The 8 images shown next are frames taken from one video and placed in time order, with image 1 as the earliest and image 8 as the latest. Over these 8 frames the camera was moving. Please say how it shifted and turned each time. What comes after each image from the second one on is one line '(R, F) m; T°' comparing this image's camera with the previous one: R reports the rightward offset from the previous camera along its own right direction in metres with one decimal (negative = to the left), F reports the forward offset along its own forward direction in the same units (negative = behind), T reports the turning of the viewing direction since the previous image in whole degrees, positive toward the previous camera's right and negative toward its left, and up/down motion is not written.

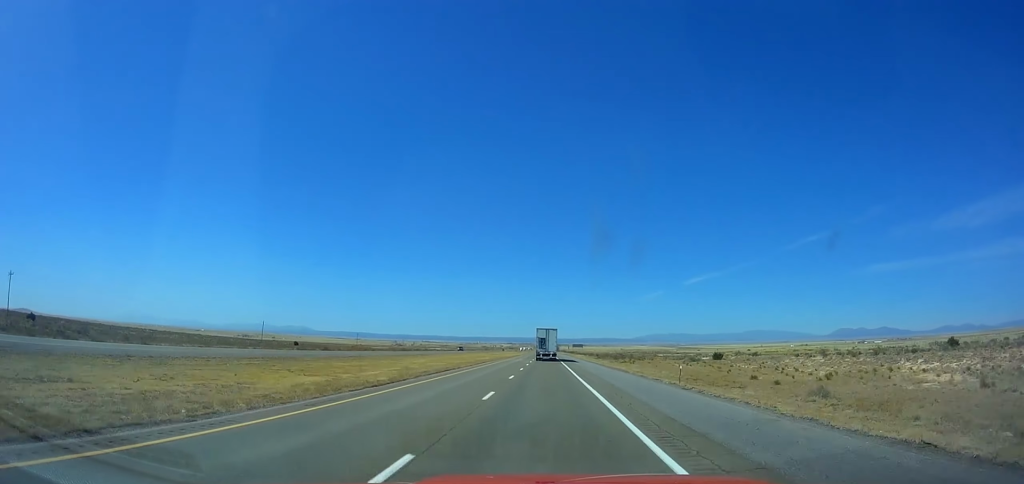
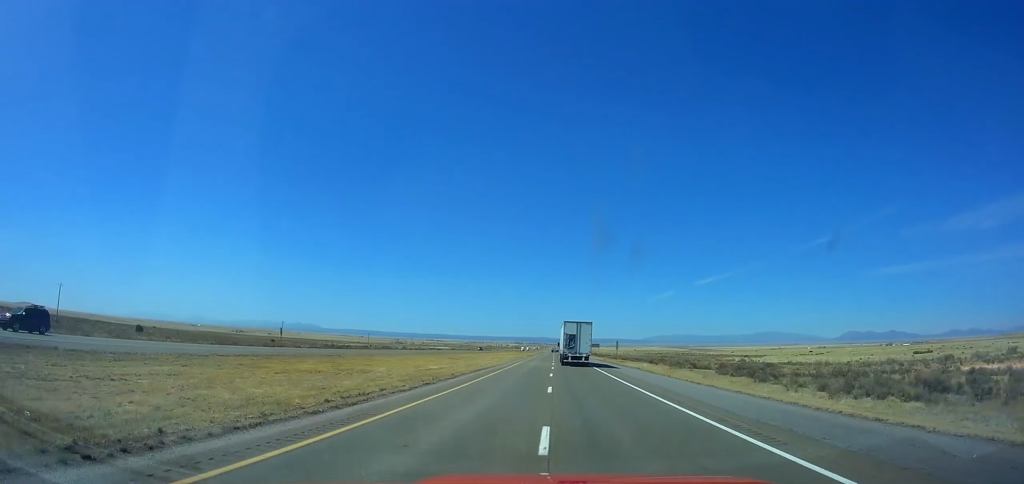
(-0.6, +106.8) m; 0°
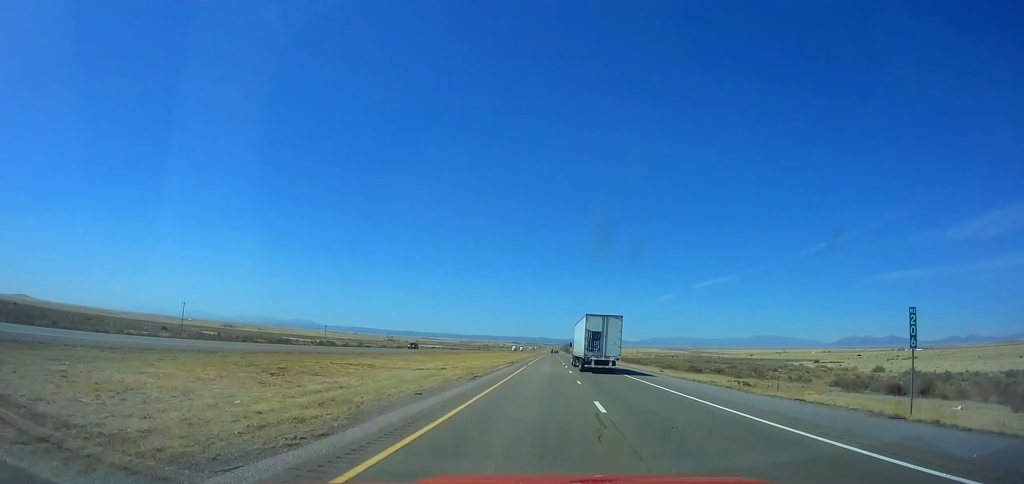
(0.0, +67.6) m; 0°
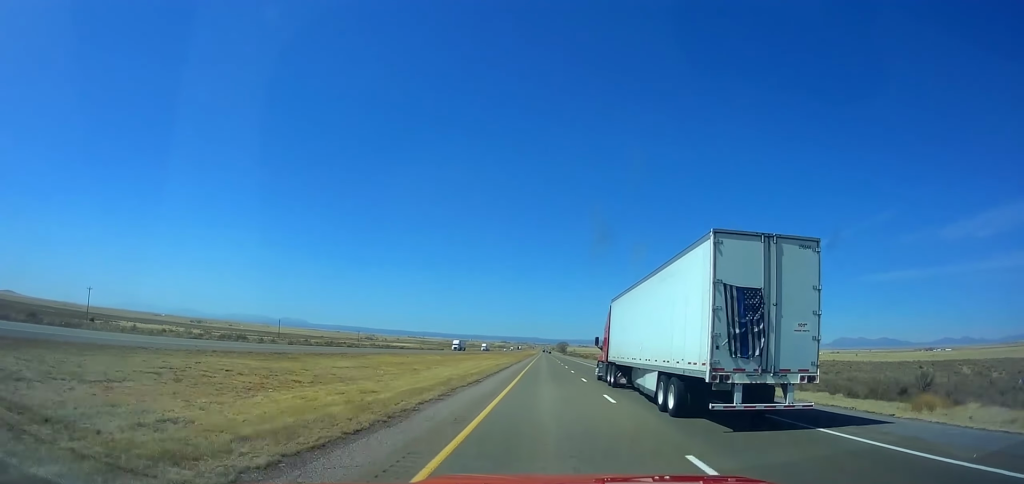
(+0.8, +156.6) m; +1°
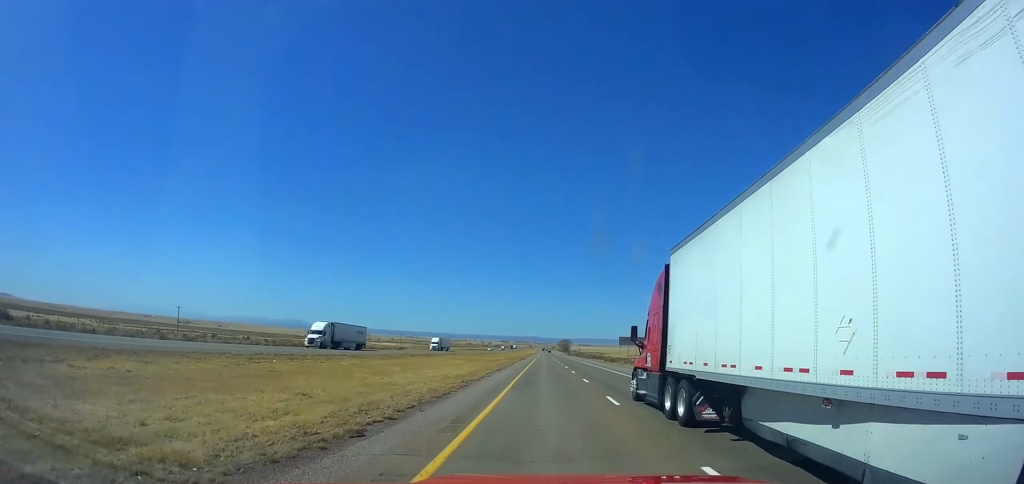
(+0.3, +74.7) m; 0°
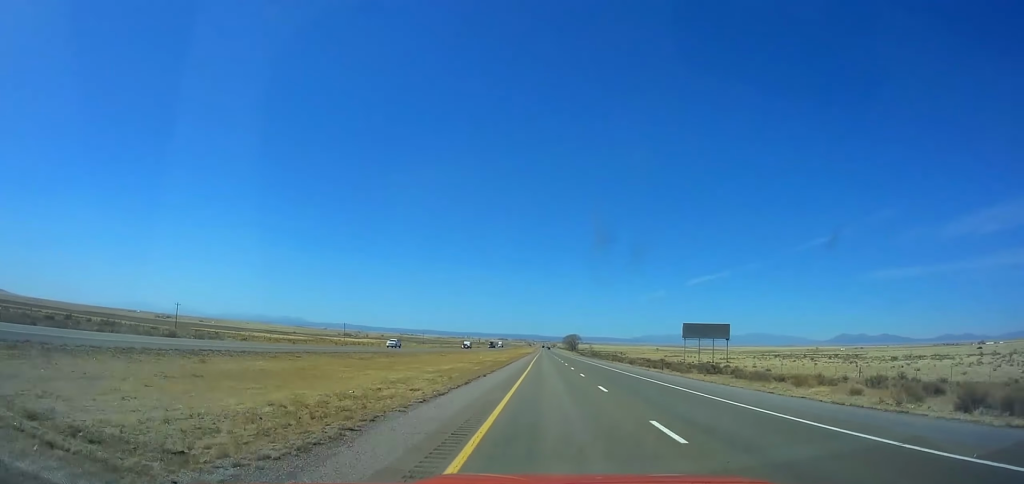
(0.0, +117.4) m; 0°
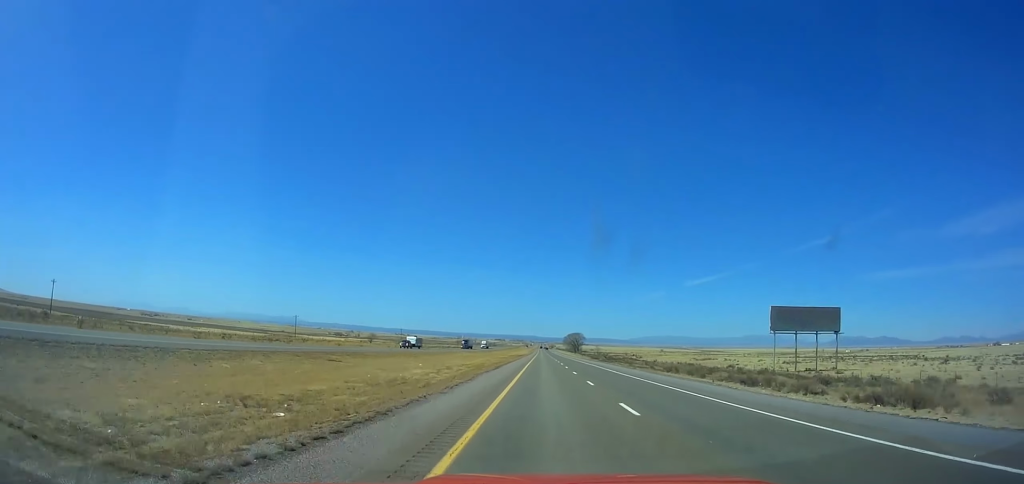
(0.0, +57.0) m; 0°
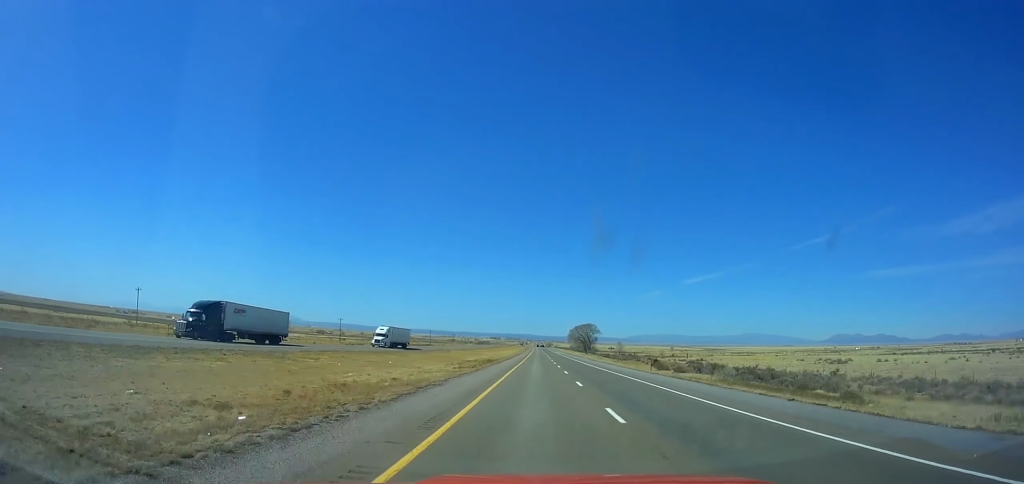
(0.0, +99.6) m; 0°
